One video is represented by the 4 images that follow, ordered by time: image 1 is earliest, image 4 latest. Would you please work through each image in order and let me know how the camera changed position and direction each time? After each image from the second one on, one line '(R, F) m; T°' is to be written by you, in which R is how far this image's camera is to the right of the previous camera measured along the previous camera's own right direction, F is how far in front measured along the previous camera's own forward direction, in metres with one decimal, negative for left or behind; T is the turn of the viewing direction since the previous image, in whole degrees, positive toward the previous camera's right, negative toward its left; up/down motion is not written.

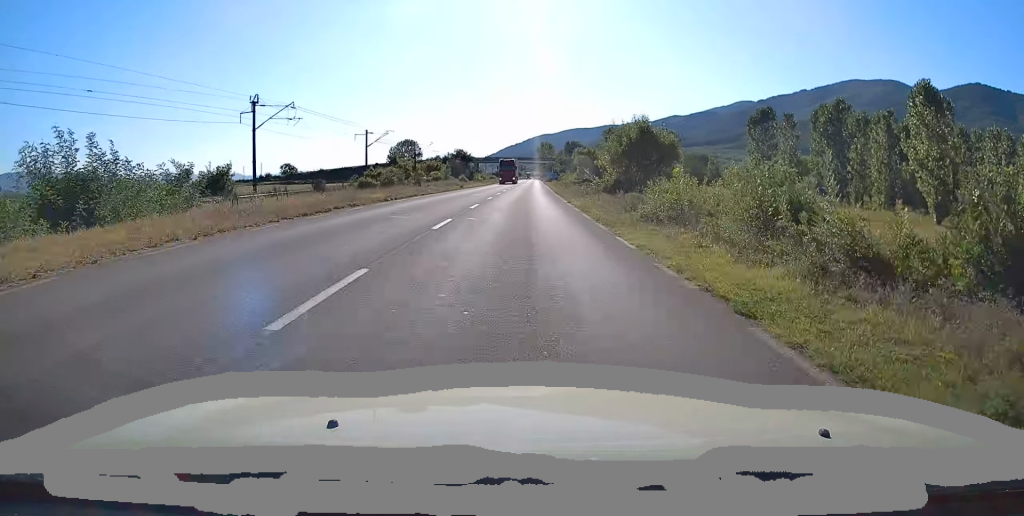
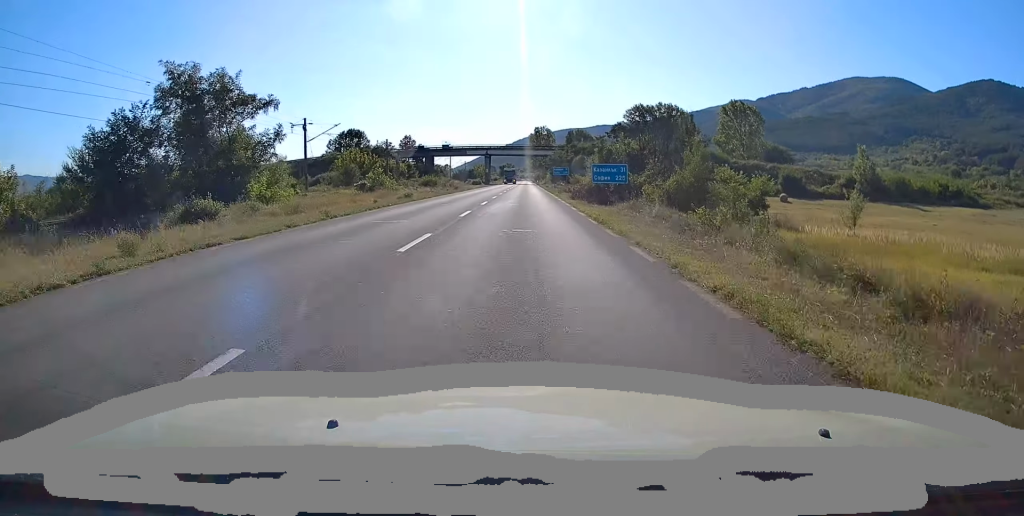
(+2.9, +111.1) m; +3°
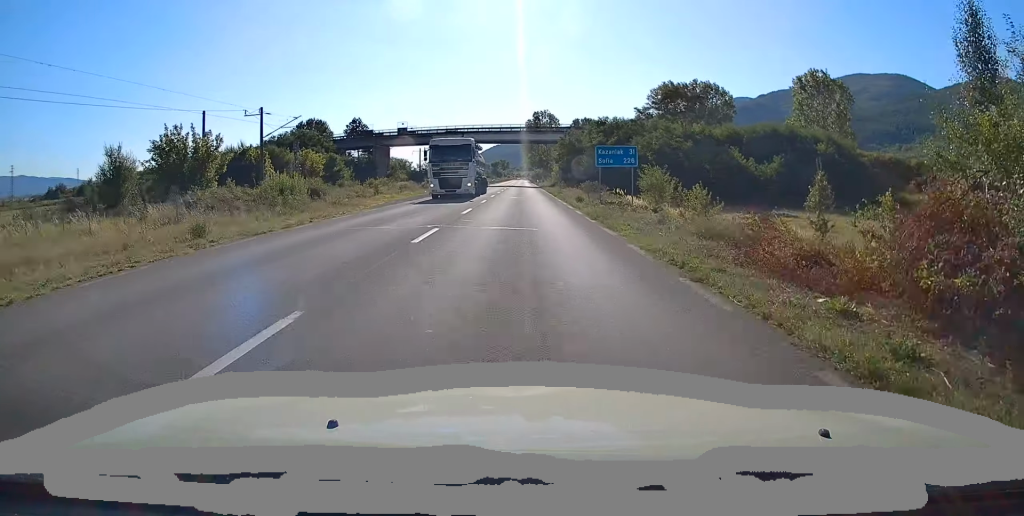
(-0.8, +52.7) m; -1°
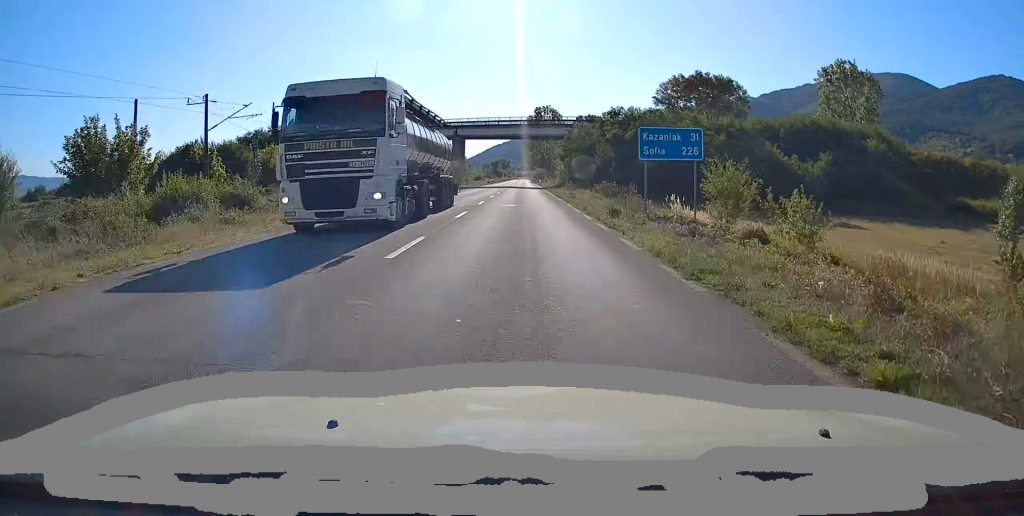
(+0.1, +11.1) m; 0°
